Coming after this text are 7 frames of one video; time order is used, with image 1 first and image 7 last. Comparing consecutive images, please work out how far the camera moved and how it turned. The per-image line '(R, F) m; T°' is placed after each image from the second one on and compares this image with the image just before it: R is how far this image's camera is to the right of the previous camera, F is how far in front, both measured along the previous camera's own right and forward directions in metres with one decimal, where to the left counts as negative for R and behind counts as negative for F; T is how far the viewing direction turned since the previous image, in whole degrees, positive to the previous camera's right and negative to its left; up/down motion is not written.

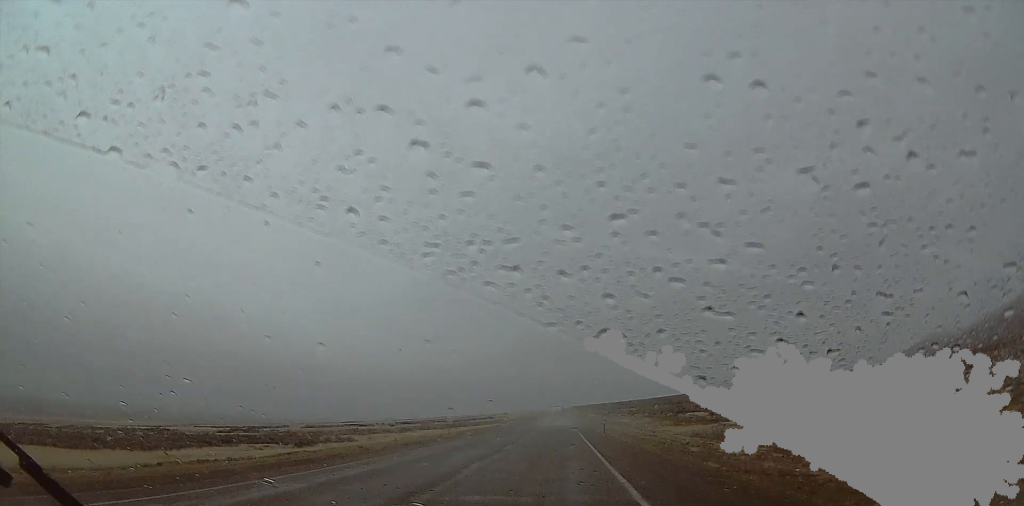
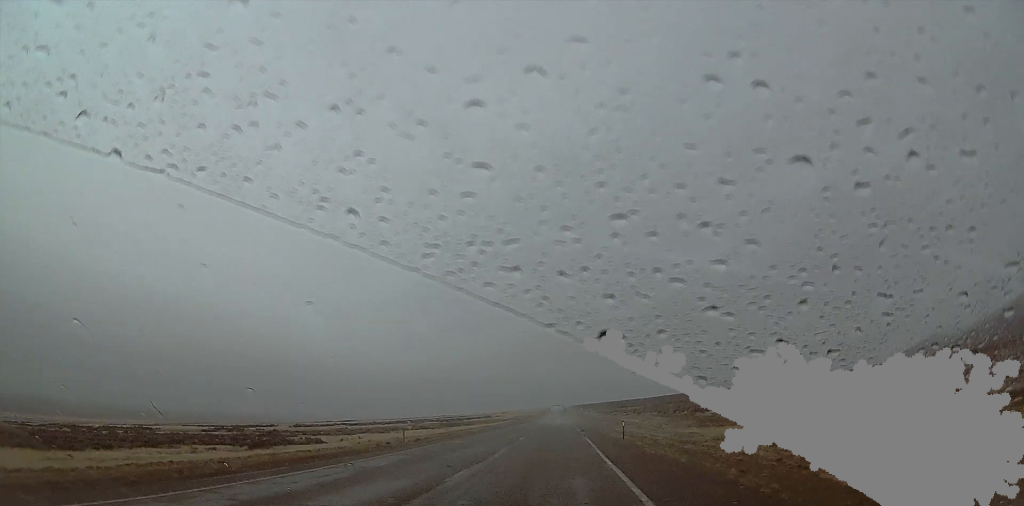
(+0.1, +15.0) m; 0°
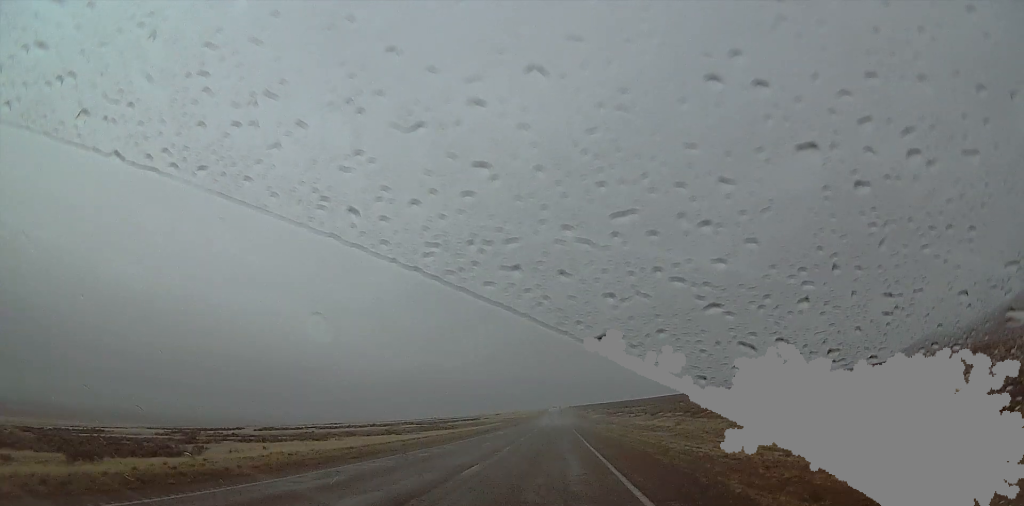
(-0.1, +33.3) m; 0°
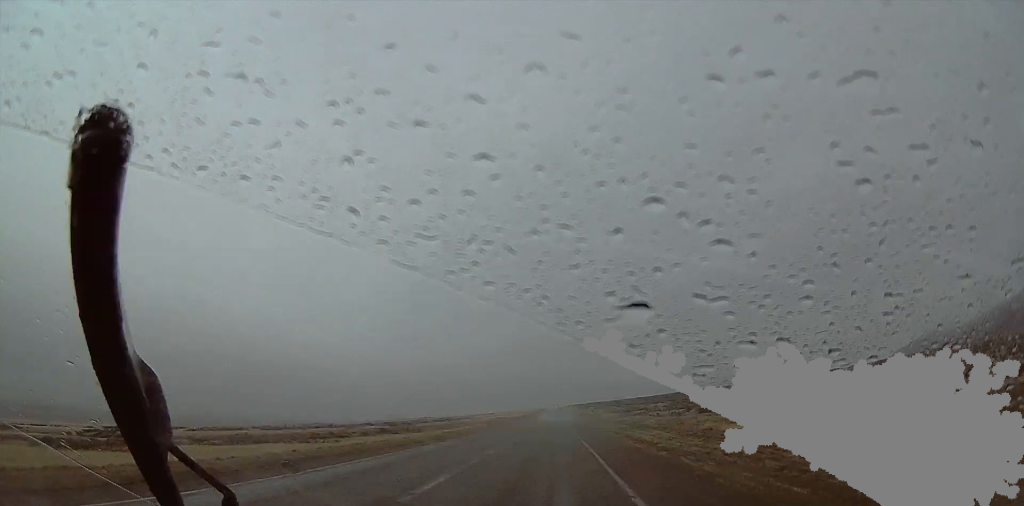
(0.0, +52.7) m; 0°
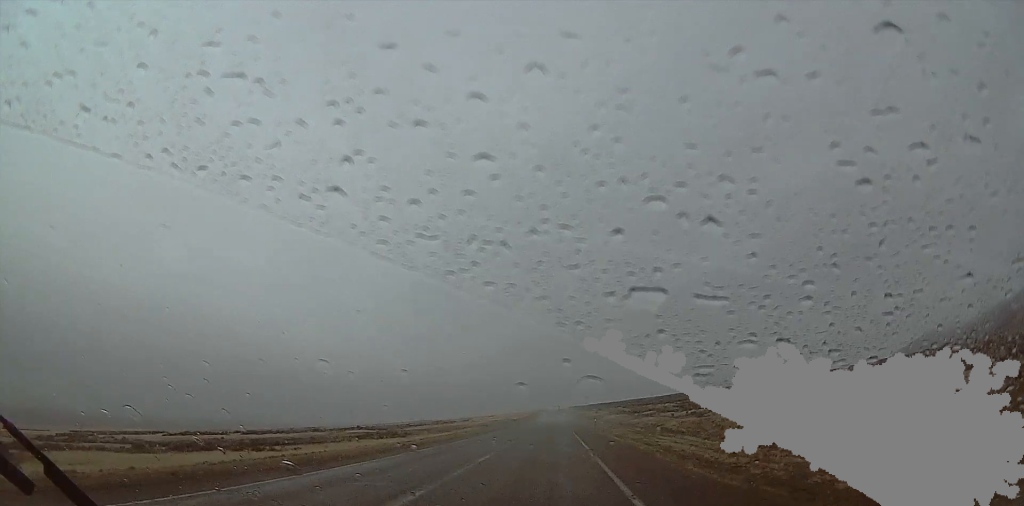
(+0.1, +15.0) m; 0°
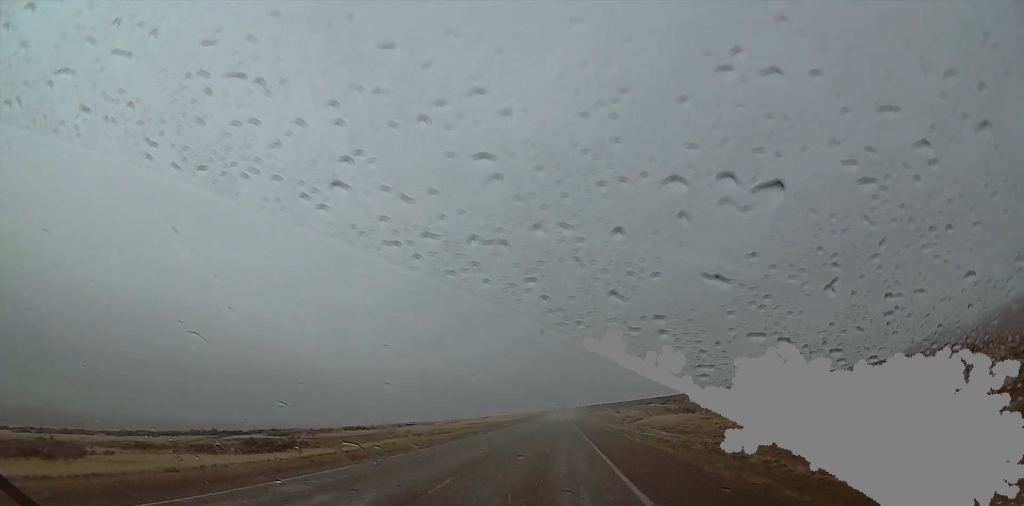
(-0.9, +69.5) m; -3°
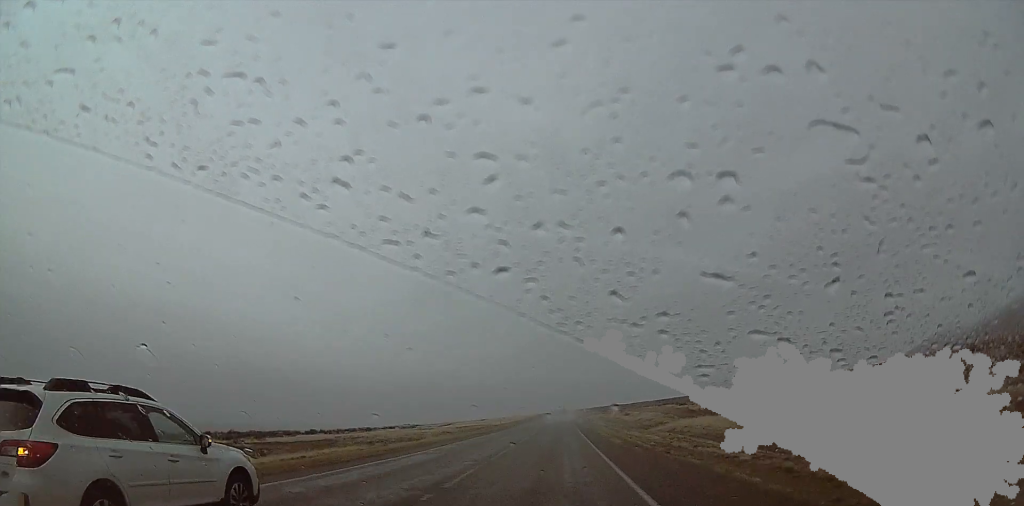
(-0.6, +21.1) m; 0°
